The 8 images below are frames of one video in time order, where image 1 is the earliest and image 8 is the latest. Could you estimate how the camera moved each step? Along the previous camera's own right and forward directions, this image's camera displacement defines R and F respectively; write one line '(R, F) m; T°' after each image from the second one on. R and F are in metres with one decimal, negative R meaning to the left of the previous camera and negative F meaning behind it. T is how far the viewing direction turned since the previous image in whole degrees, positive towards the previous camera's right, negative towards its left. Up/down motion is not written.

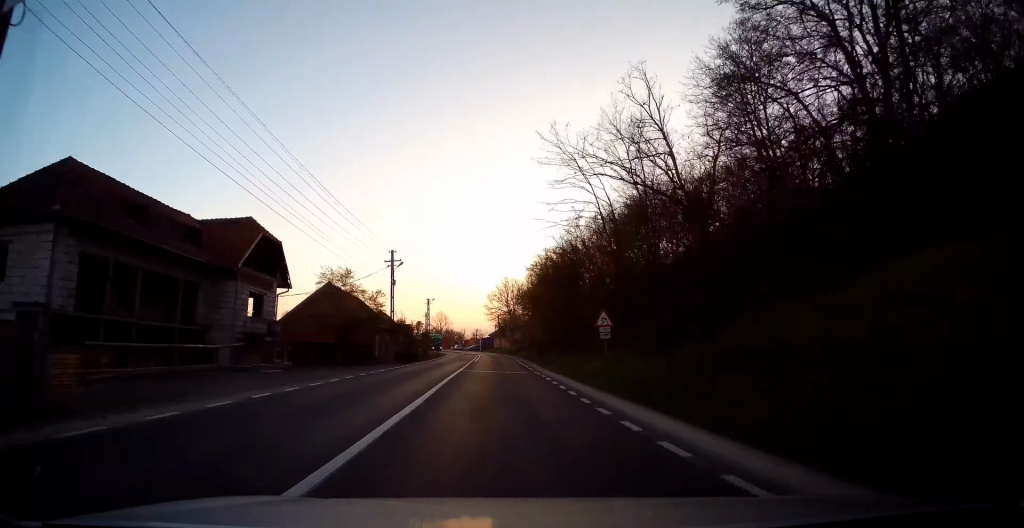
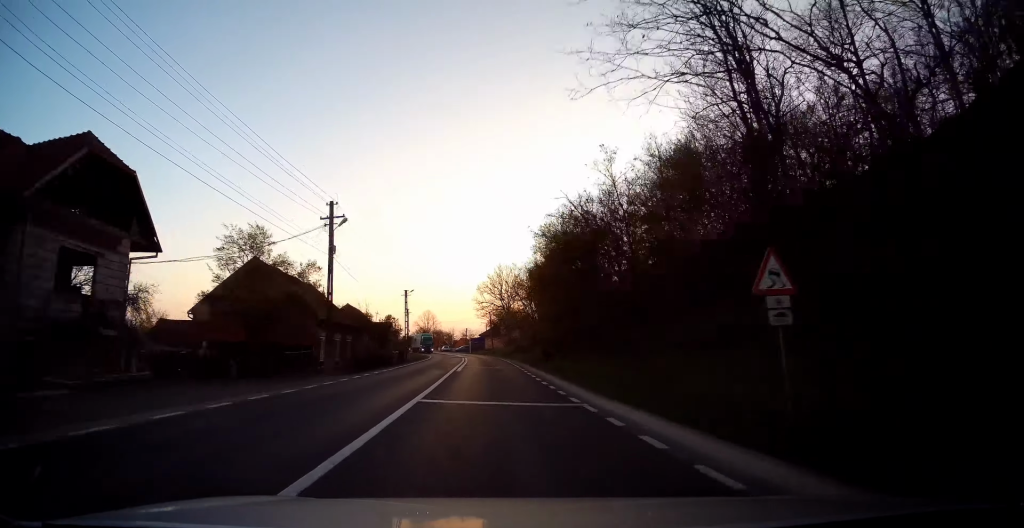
(+0.2, +13.6) m; +1°
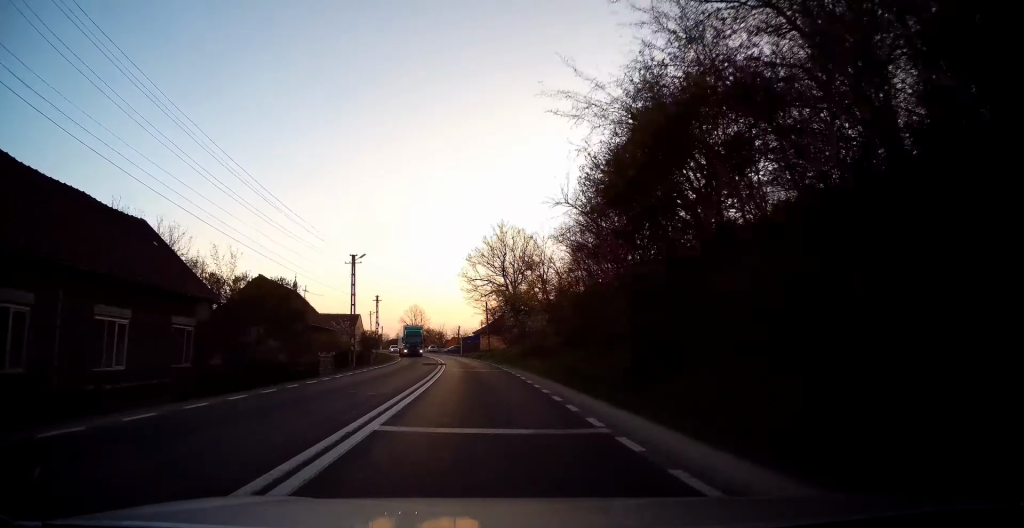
(+0.3, +24.6) m; 0°
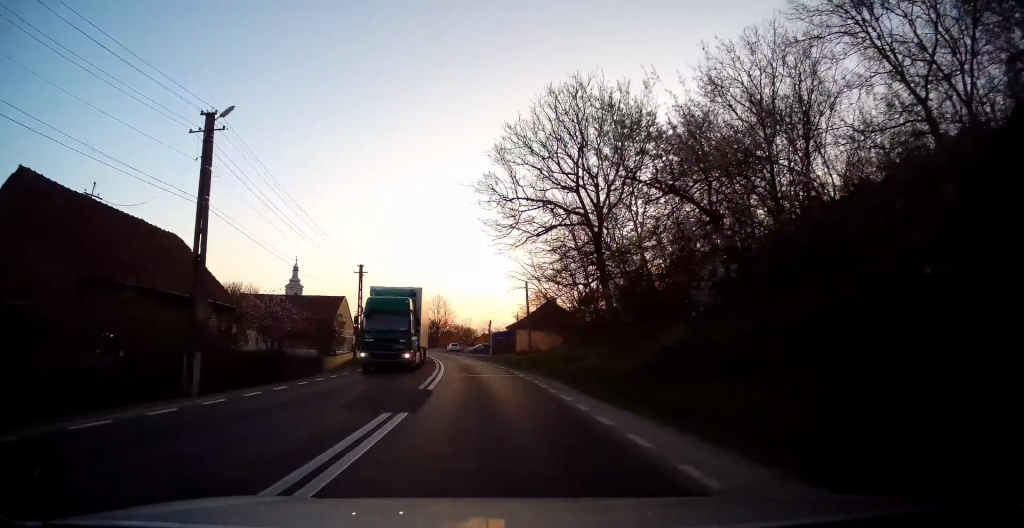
(-0.2, +26.1) m; -2°
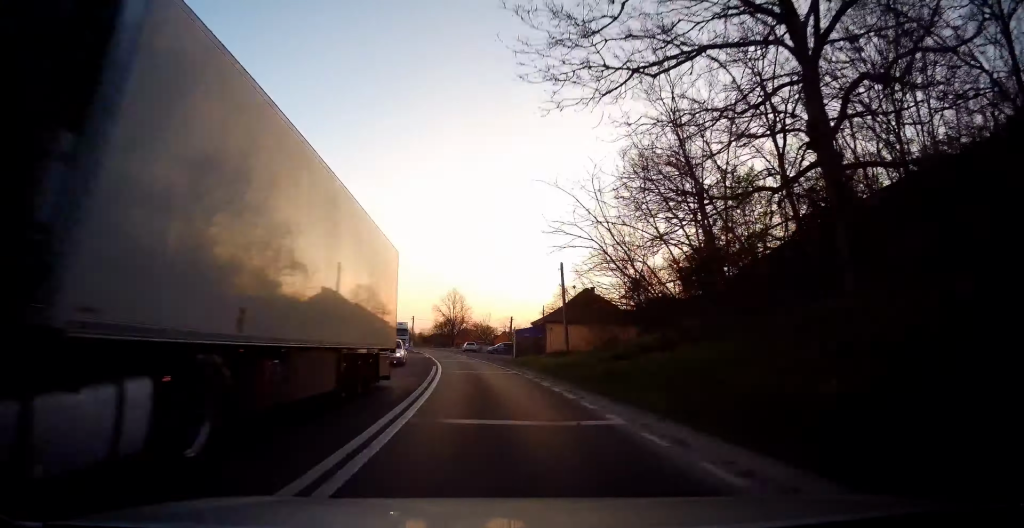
(-0.1, +14.3) m; -2°
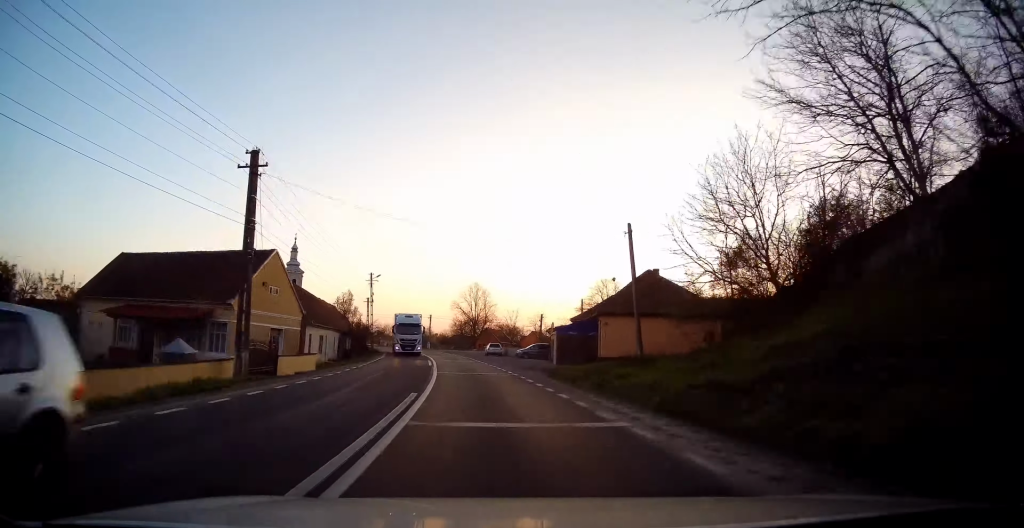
(-0.4, +15.9) m; -2°
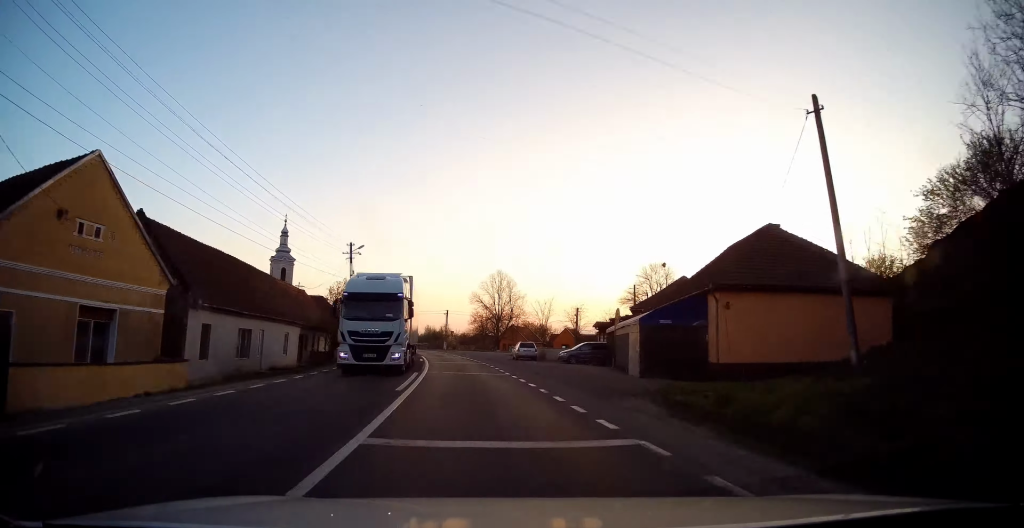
(-0.3, +17.6) m; -2°
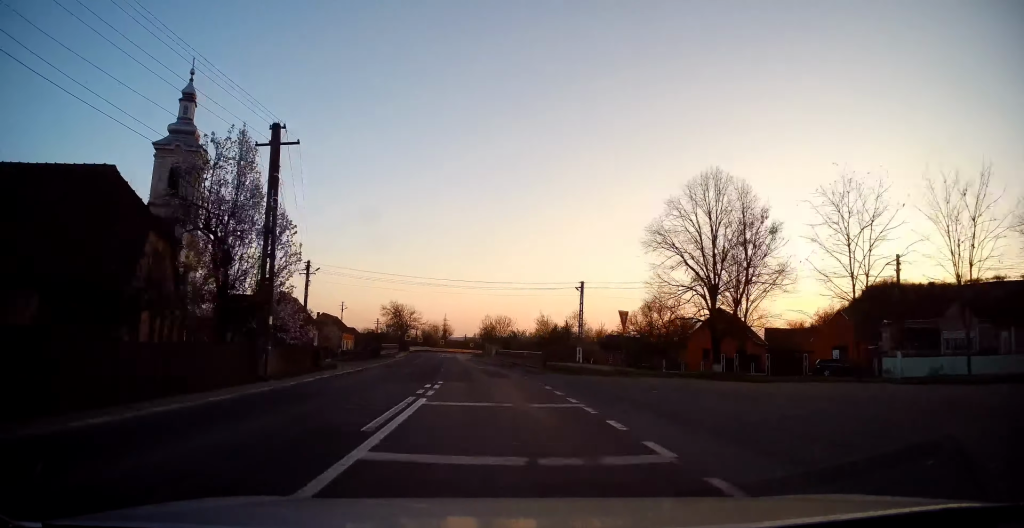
(-5.3, +58.3) m; -12°
